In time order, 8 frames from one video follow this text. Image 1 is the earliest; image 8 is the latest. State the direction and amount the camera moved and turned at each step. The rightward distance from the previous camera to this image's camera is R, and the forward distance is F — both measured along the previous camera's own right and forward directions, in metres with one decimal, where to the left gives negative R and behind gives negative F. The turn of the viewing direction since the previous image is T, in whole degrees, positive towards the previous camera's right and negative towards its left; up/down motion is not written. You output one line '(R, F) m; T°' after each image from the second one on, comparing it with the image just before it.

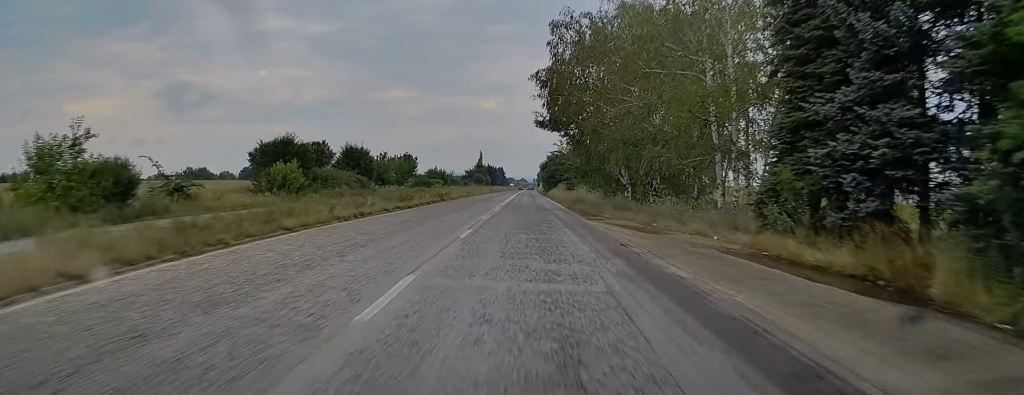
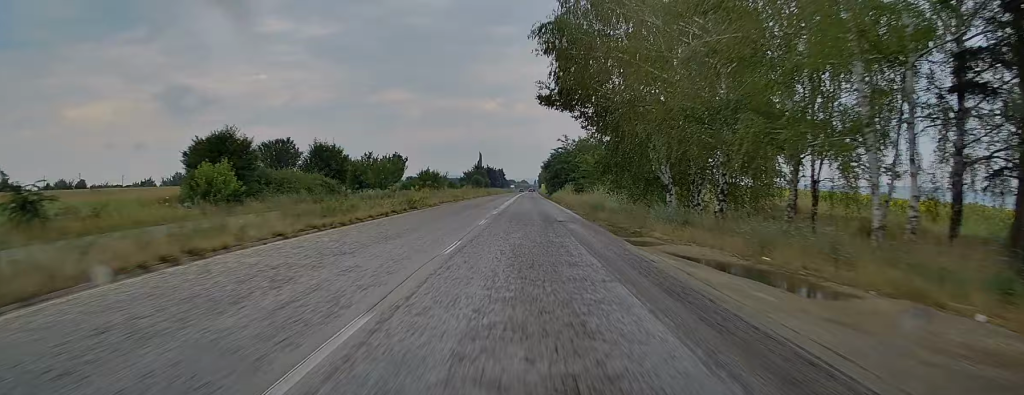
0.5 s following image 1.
(+0.2, +11.7) m; 0°
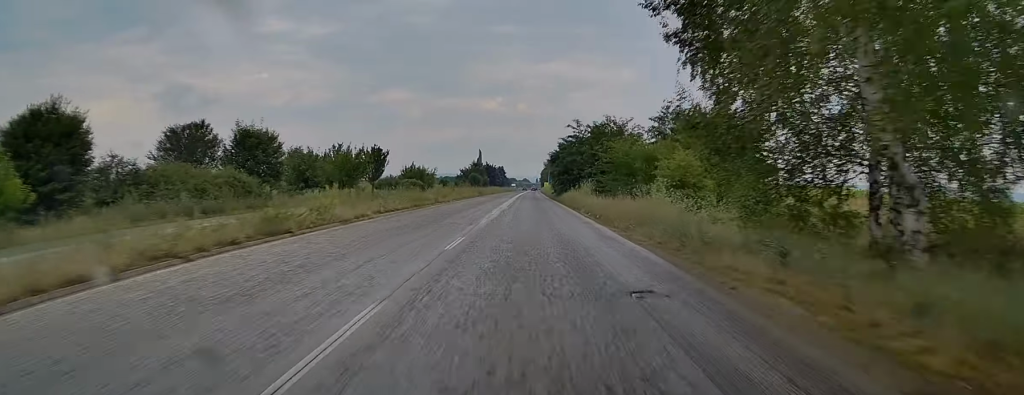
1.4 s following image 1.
(-0.3, +18.3) m; 0°
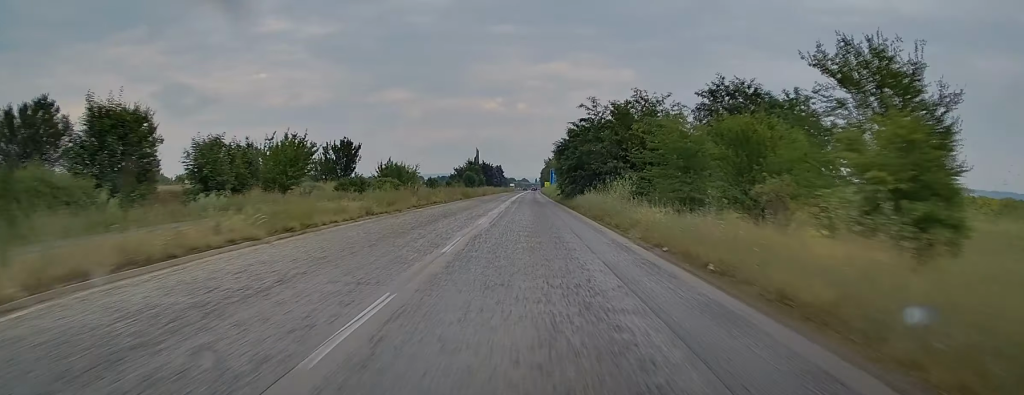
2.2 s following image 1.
(+0.1, +17.6) m; +1°
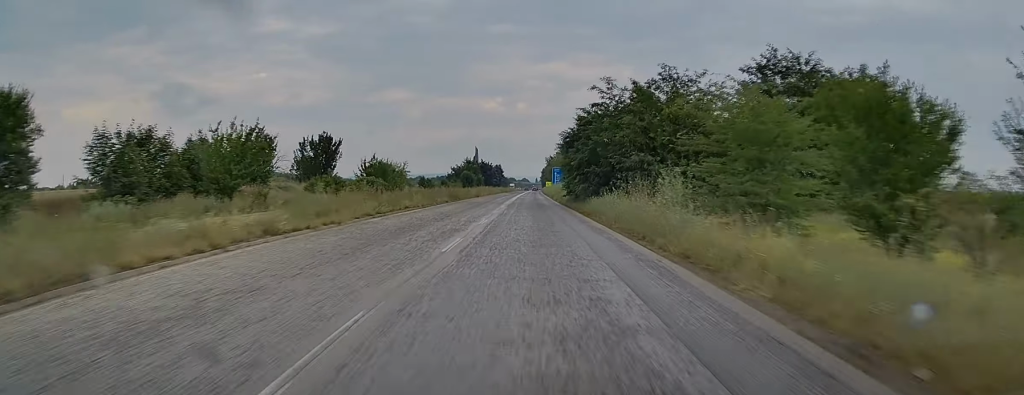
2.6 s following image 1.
(+0.1, +9.6) m; +1°
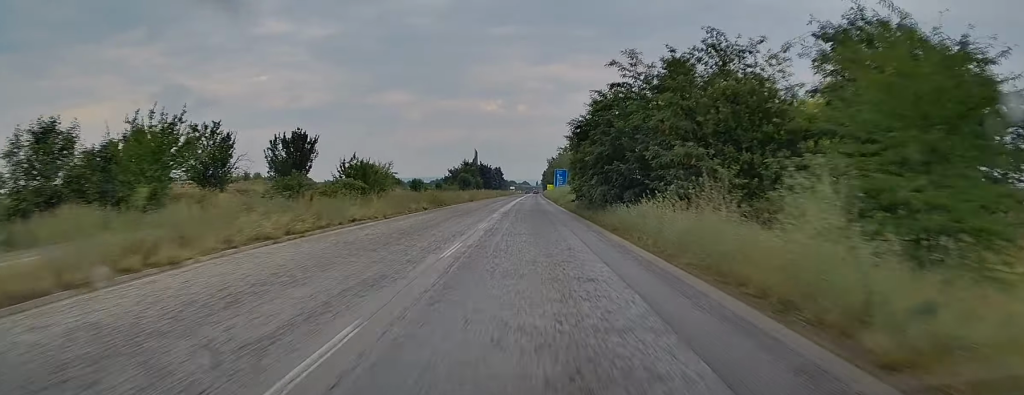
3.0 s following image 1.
(0.0, +9.5) m; 0°
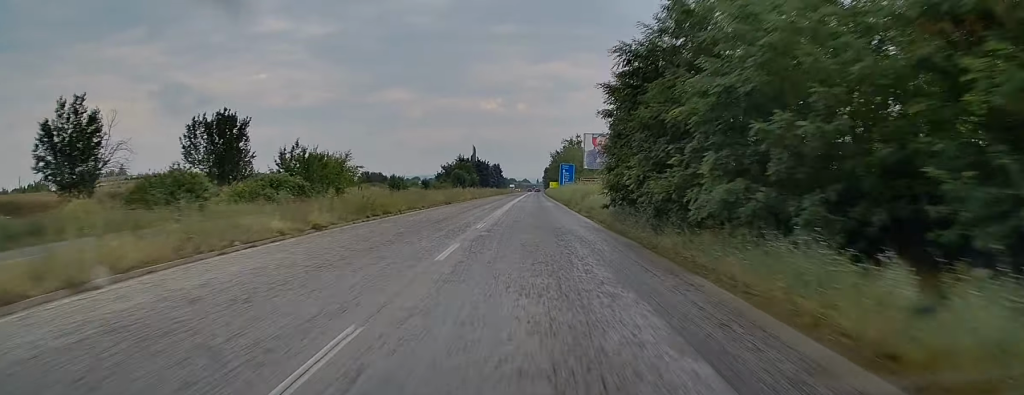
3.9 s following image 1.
(0.0, +18.3) m; 0°
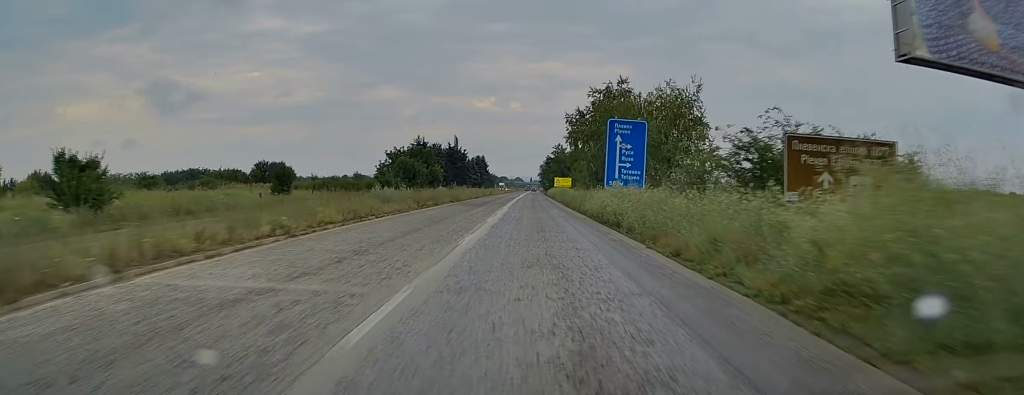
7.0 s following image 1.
(-0.9, +69.0) m; -1°
